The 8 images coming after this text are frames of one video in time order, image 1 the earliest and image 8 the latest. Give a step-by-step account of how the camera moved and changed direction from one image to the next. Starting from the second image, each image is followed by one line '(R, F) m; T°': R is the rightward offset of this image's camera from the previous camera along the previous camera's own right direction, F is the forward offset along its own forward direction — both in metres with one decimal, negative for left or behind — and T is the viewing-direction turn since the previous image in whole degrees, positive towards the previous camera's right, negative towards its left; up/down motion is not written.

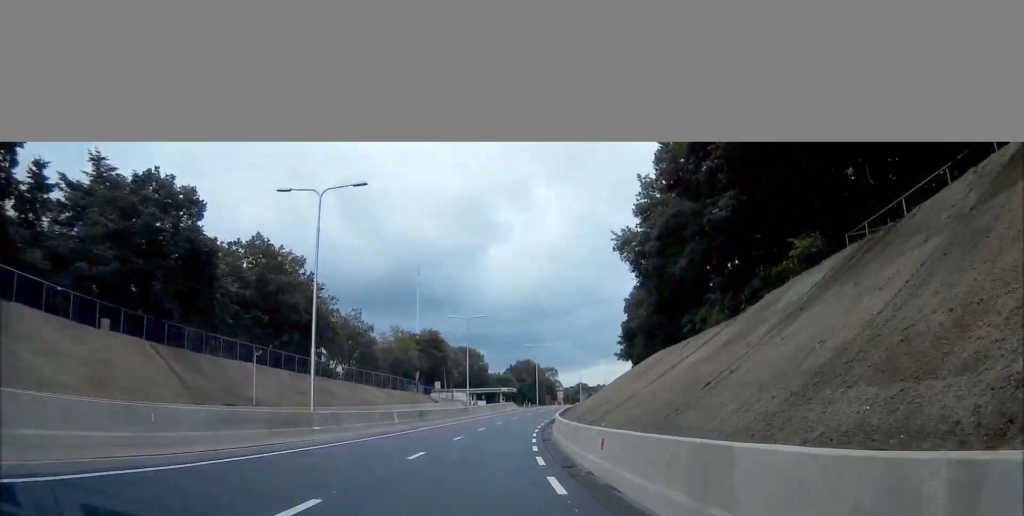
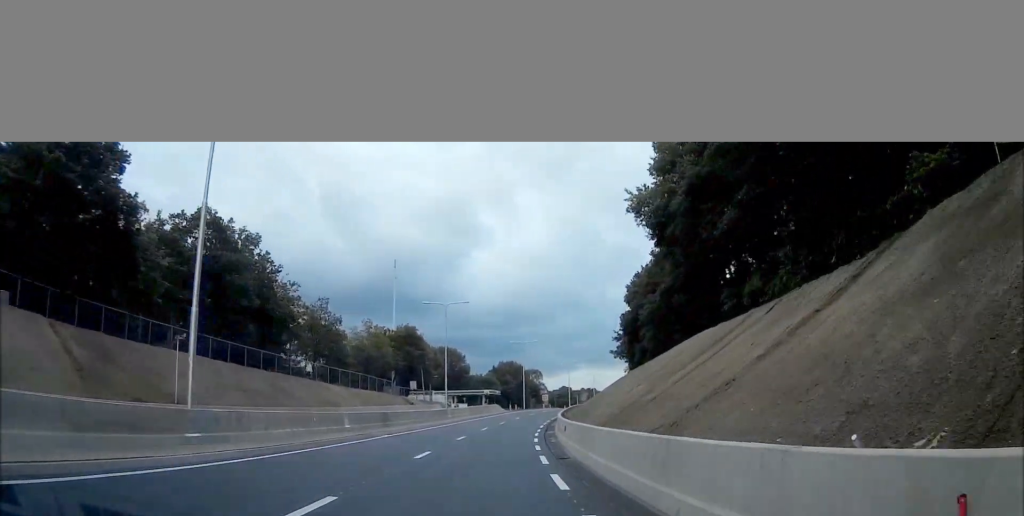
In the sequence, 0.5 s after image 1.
(+1.8, +12.5) m; +4°
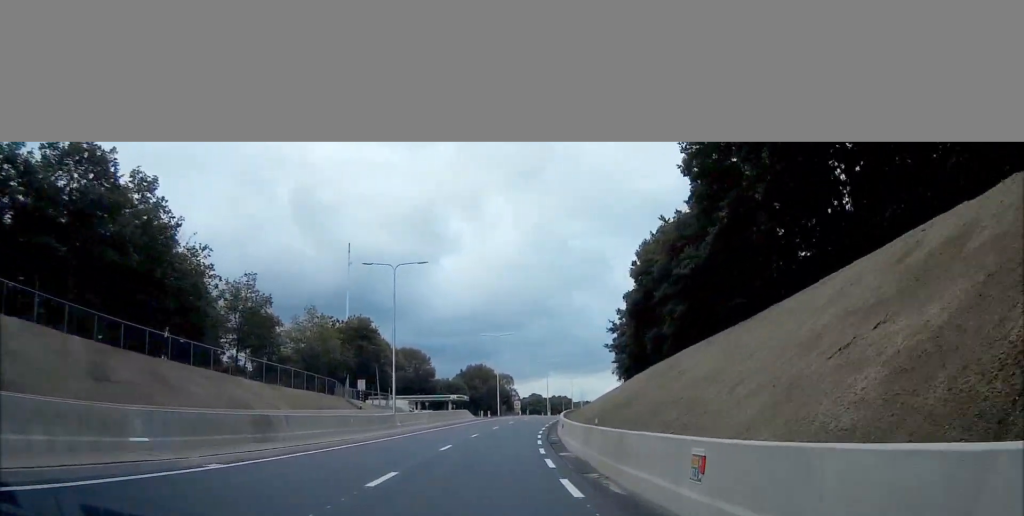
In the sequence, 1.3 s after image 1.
(+1.2, +20.8) m; +2°
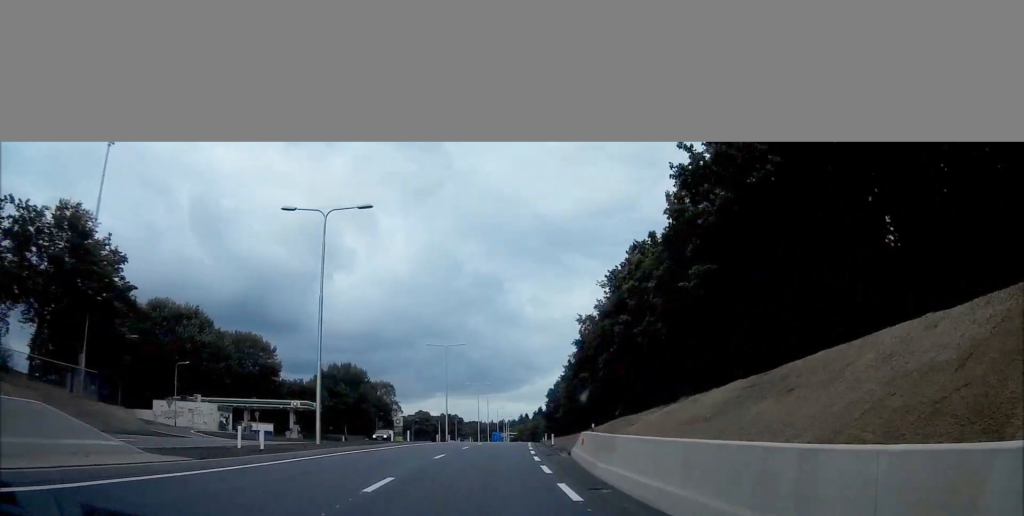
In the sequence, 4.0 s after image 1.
(-2.2, +63.7) m; -1°
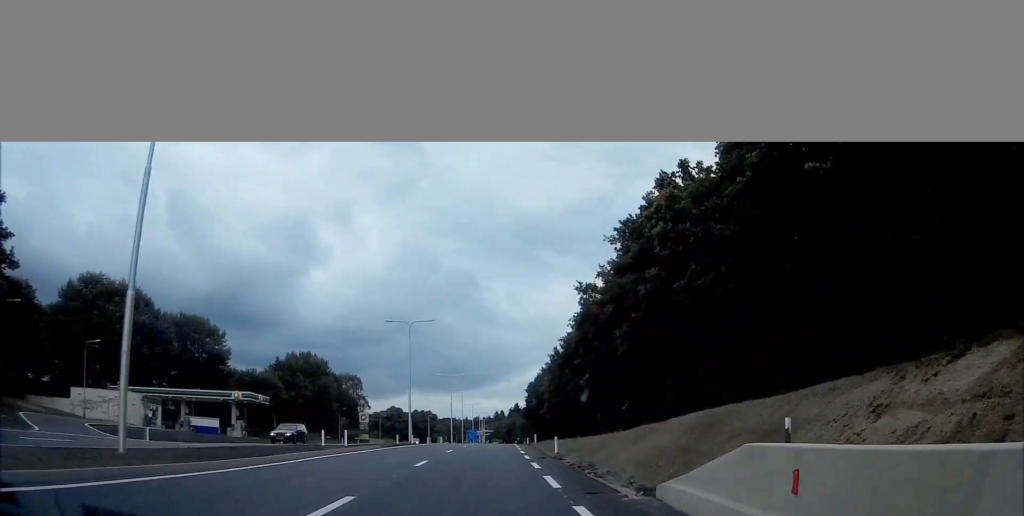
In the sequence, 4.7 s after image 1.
(+0.1, +16.2) m; +1°
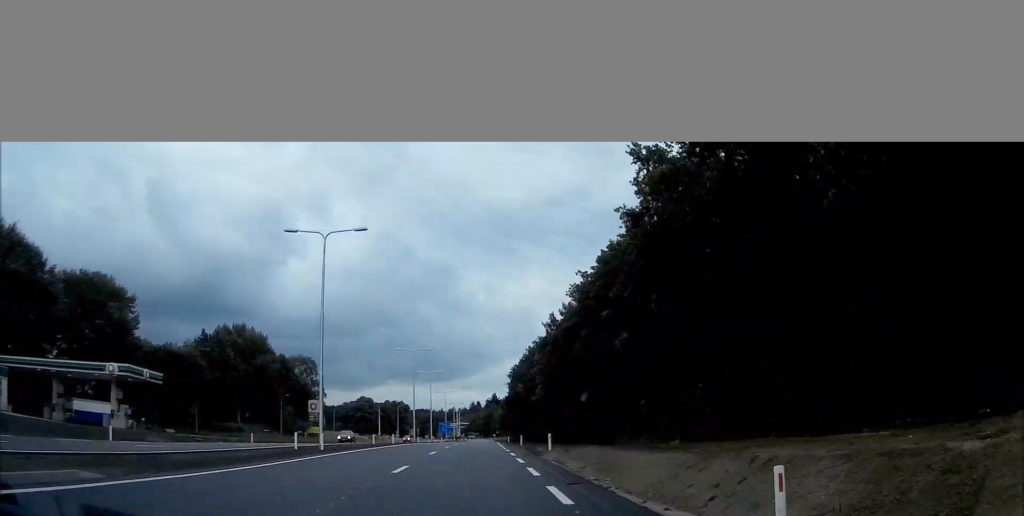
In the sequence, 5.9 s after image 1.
(+0.7, +27.5) m; +3°
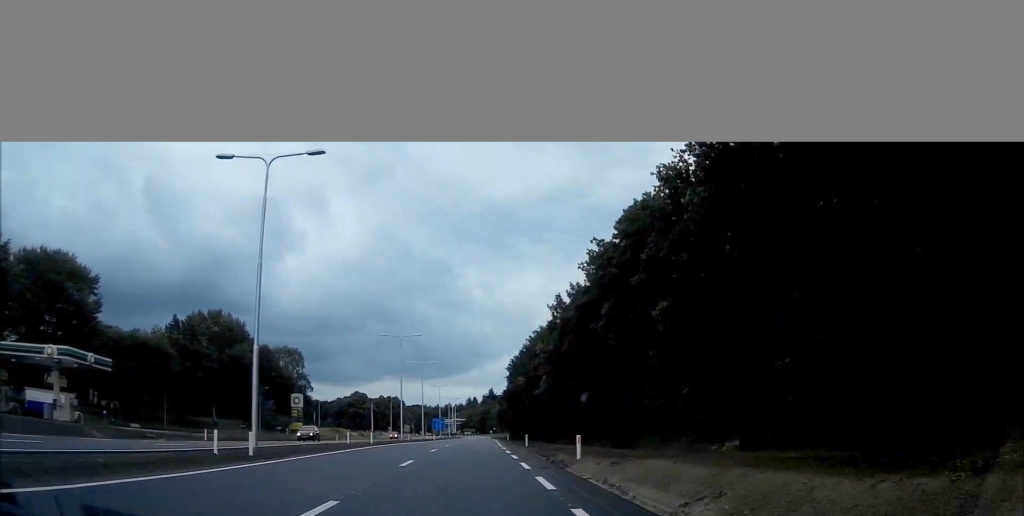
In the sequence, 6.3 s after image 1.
(+0.1, +10.0) m; +1°
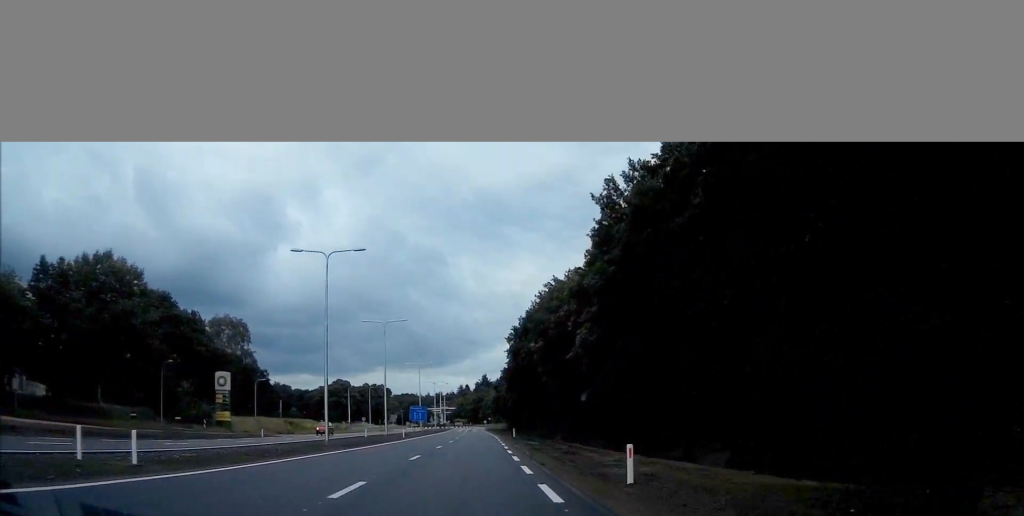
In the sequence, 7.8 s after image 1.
(+0.8, +33.2) m; +2°
